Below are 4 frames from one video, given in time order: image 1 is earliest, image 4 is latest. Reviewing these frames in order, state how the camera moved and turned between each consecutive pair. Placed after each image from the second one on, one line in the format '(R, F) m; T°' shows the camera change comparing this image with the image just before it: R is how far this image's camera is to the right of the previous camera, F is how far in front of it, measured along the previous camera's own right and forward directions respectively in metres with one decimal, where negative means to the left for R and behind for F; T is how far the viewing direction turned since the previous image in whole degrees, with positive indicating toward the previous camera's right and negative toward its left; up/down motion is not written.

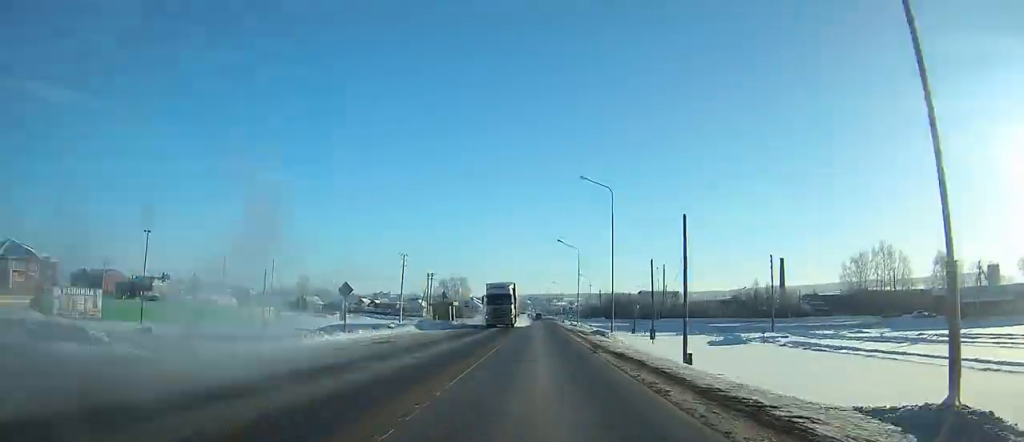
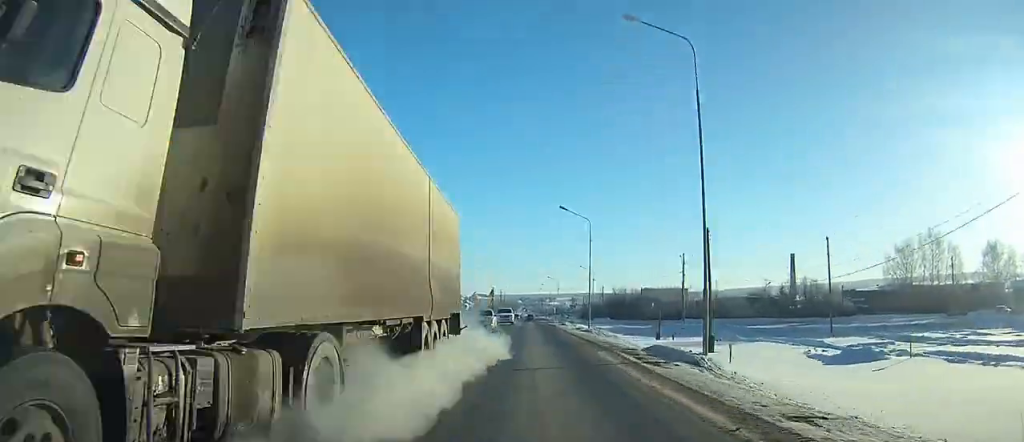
(-0.2, +23.2) m; -1°
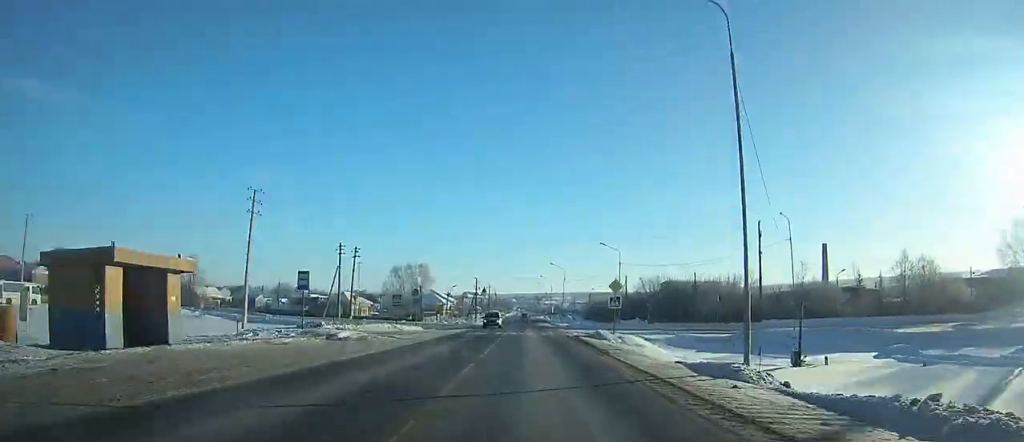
(-0.2, +37.6) m; 0°
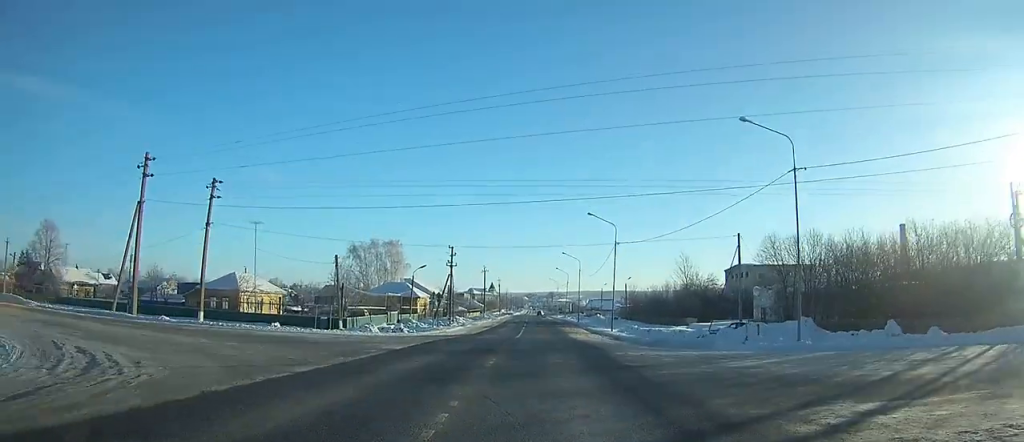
(+0.1, +51.2) m; -6°
